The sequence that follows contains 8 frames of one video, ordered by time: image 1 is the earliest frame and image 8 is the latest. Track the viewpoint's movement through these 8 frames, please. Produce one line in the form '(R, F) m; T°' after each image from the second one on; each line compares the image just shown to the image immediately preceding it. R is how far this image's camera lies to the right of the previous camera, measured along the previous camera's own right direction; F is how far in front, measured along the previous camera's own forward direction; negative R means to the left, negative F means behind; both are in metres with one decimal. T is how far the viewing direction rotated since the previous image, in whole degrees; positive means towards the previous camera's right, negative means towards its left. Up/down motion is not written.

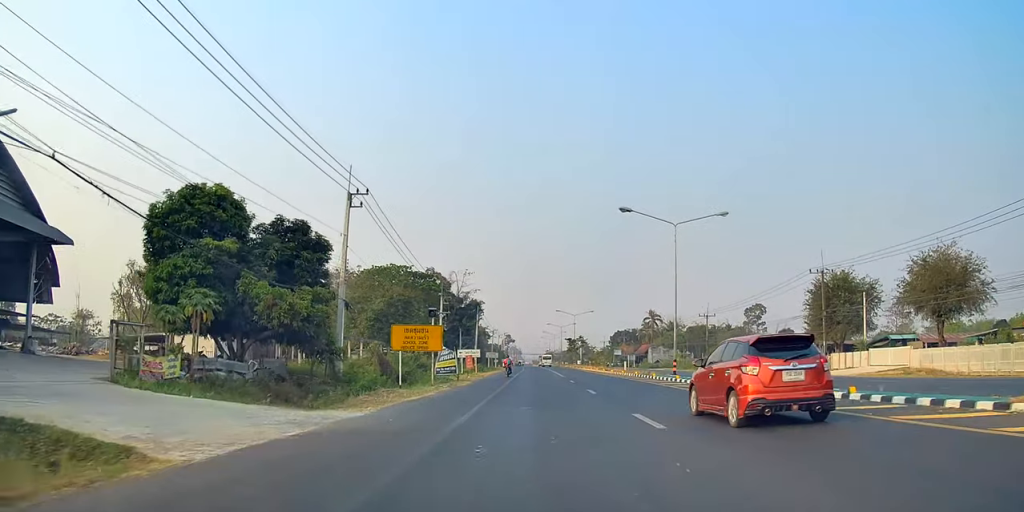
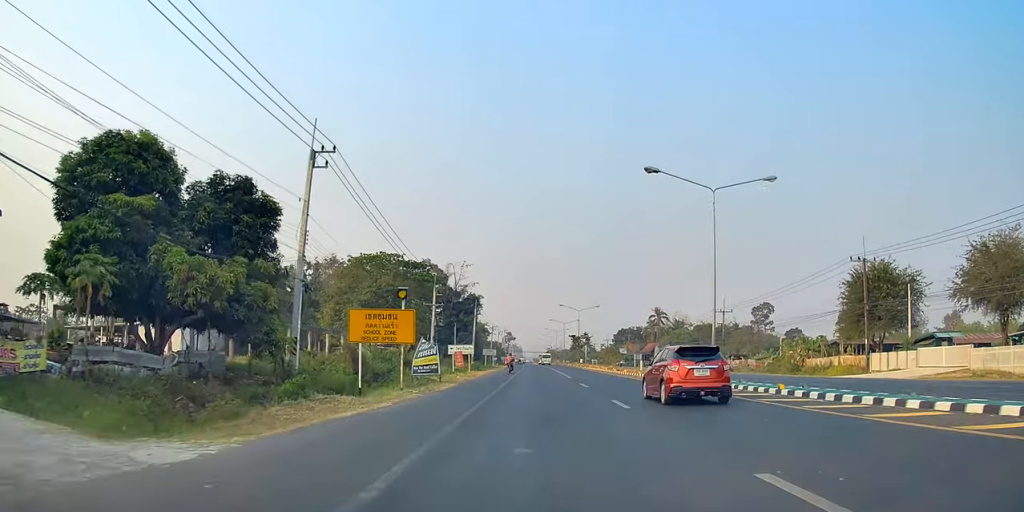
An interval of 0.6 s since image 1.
(0.0, +7.8) m; 0°
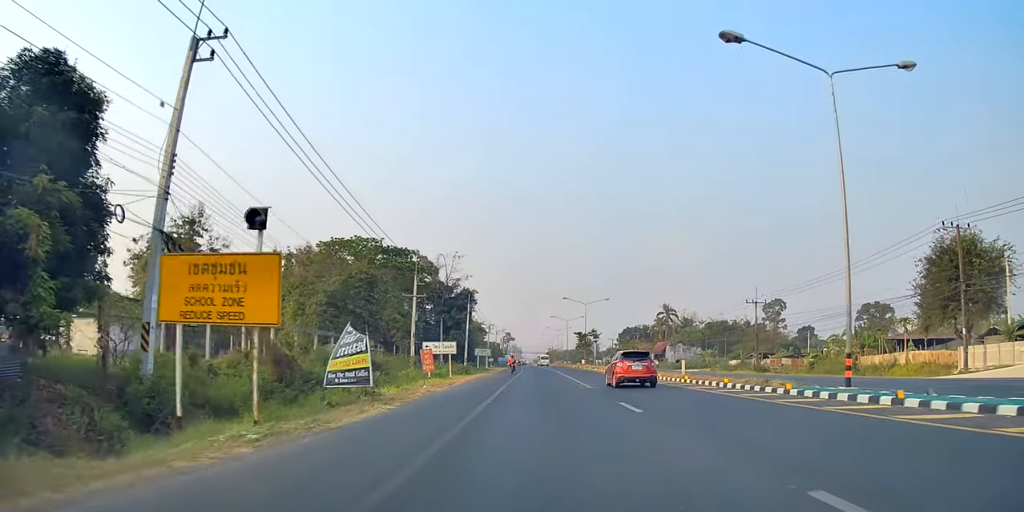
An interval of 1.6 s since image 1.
(+0.1, +12.9) m; +1°
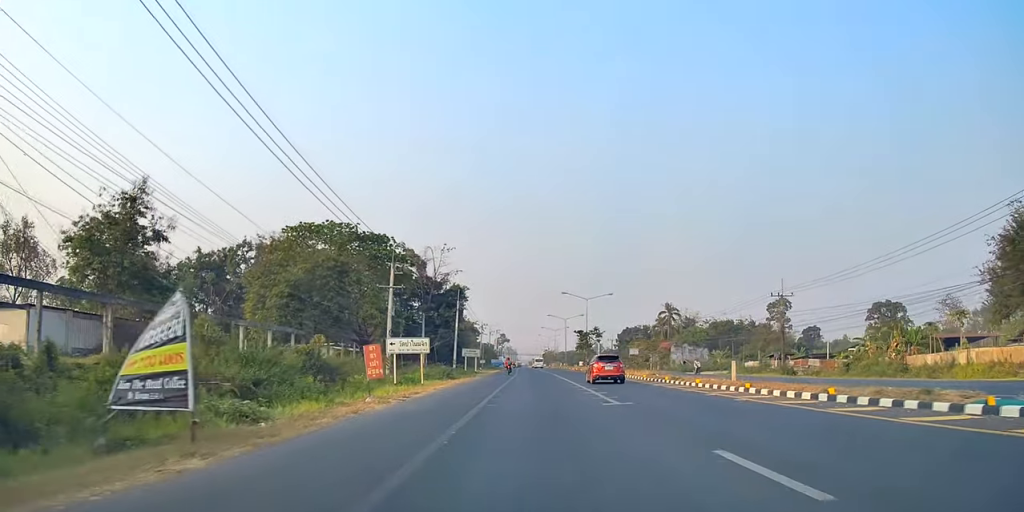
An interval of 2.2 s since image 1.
(0.0, +9.1) m; 0°
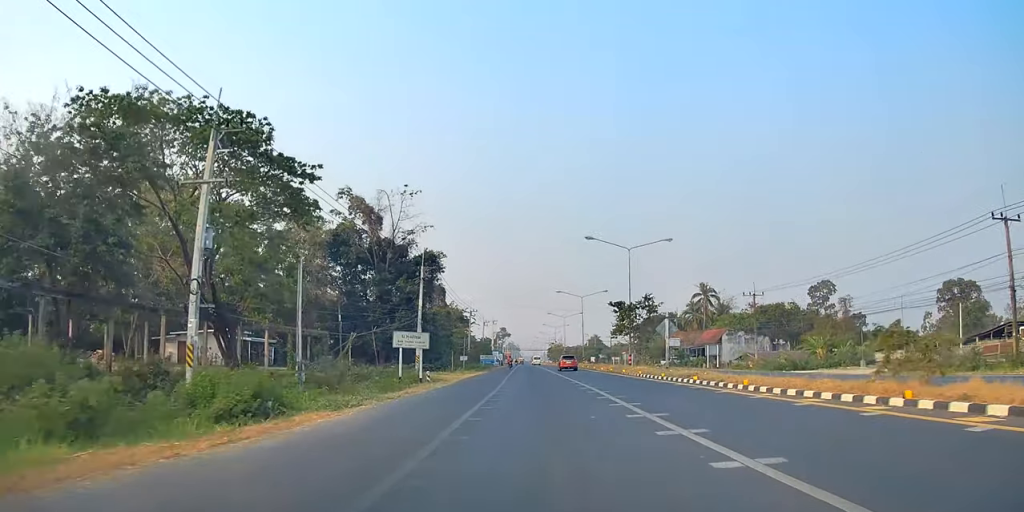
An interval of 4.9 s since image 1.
(-0.1, +34.7) m; 0°
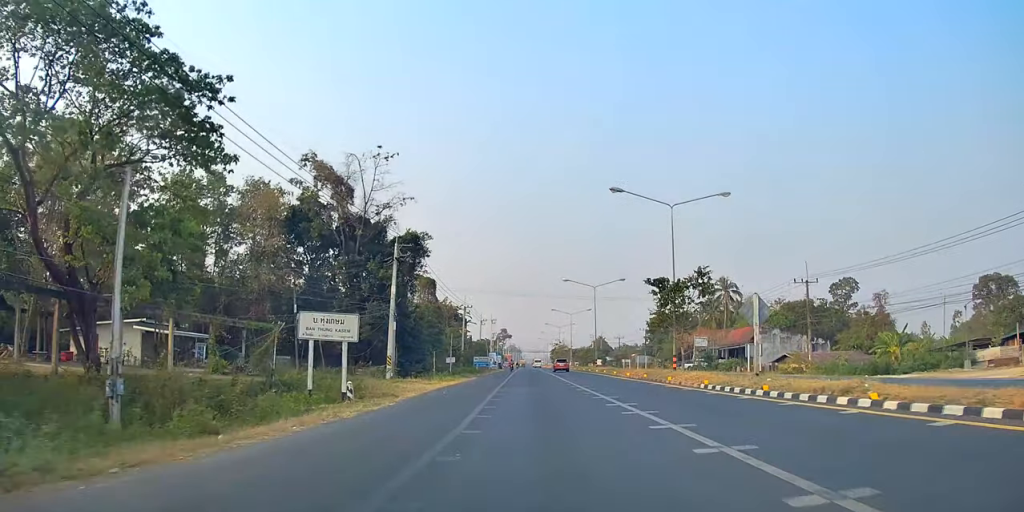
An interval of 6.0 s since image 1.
(+0.1, +14.1) m; 0°
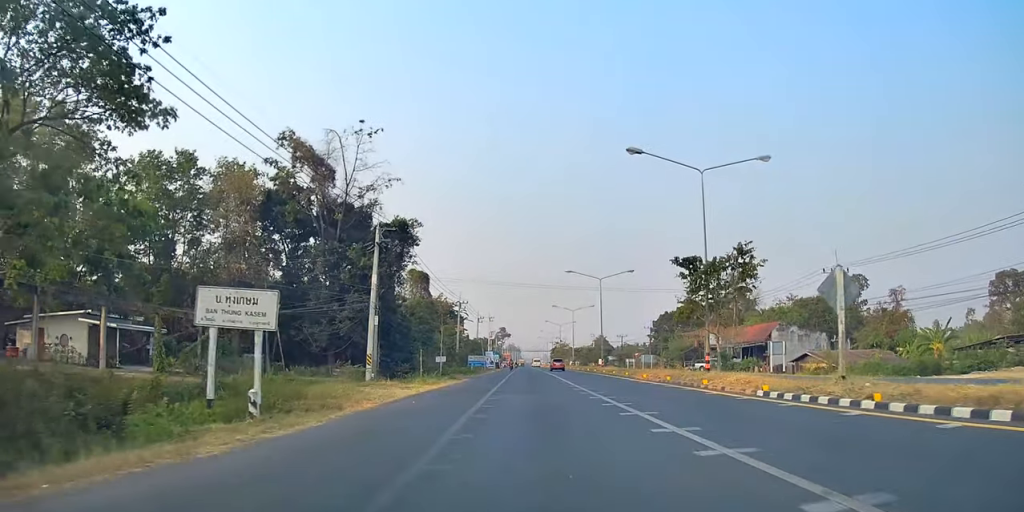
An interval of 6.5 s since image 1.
(0.0, +6.3) m; -1°
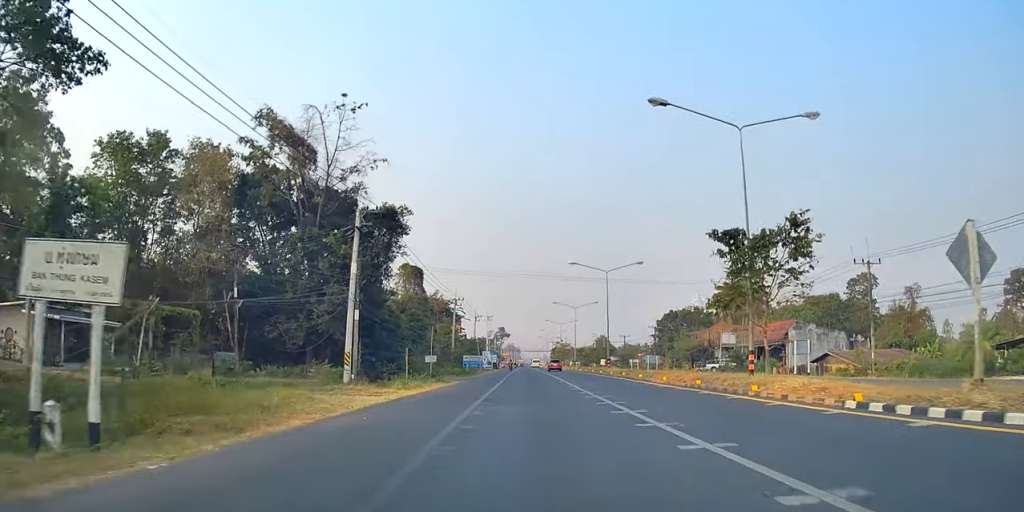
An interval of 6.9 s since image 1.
(+0.1, +5.3) m; -2°
